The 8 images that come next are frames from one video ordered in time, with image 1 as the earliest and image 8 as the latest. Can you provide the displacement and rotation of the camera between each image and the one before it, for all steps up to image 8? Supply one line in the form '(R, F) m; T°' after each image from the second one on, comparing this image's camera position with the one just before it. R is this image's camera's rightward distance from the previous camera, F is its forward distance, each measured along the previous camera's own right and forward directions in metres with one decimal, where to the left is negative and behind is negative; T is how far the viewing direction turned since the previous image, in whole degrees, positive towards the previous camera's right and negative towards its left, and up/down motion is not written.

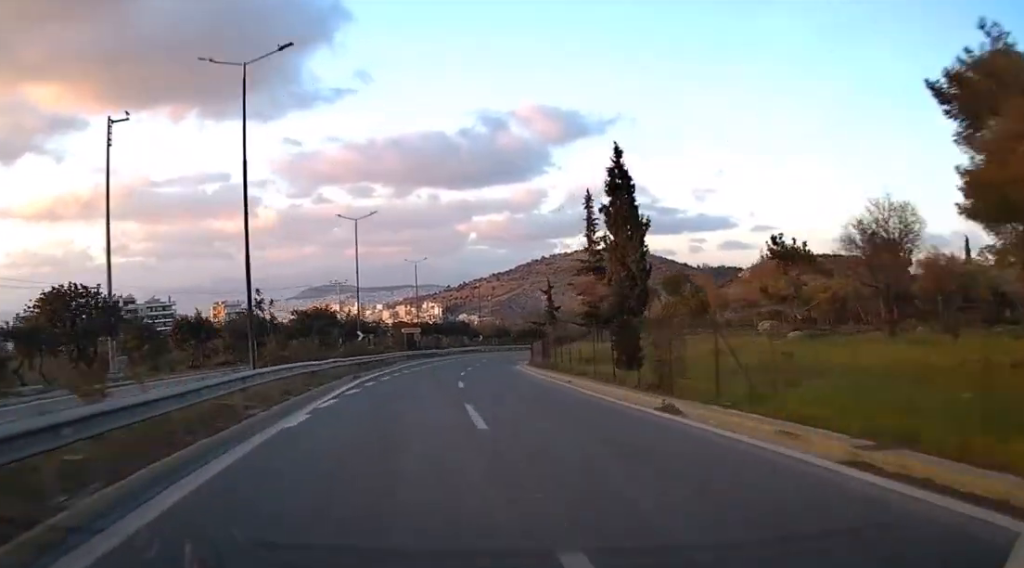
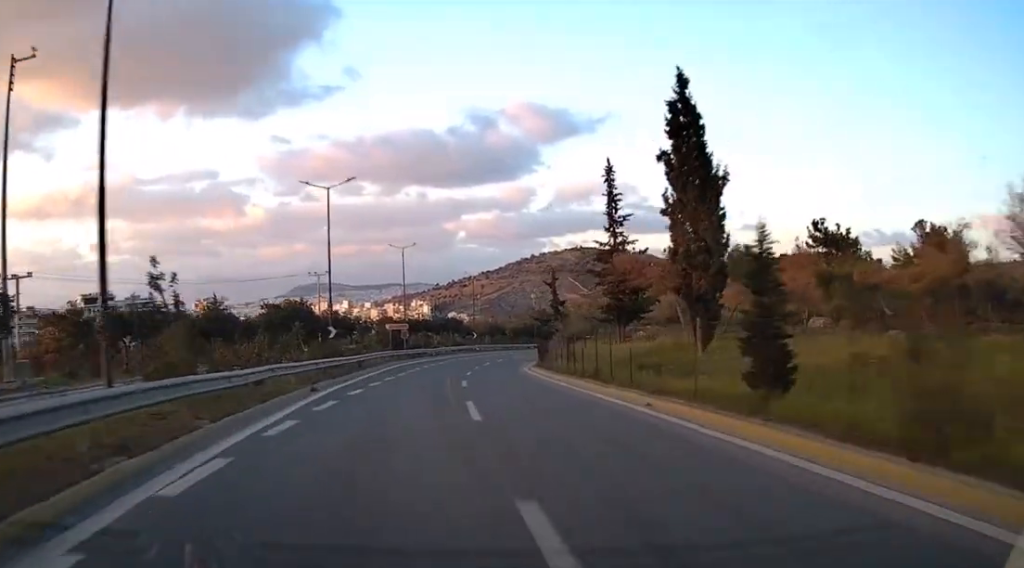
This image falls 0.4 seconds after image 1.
(0.0, +10.5) m; 0°
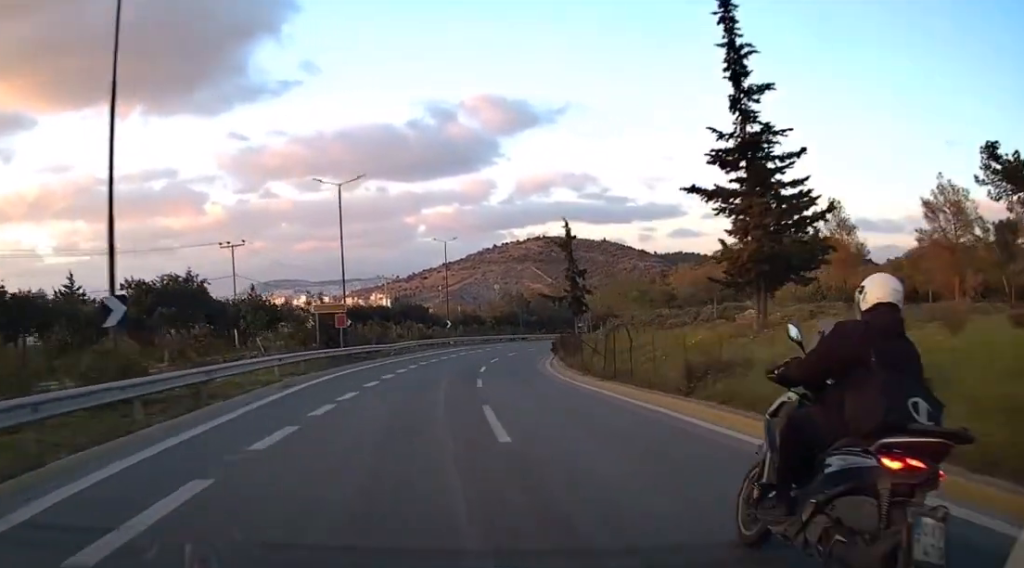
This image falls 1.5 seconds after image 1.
(0.0, +28.2) m; +1°
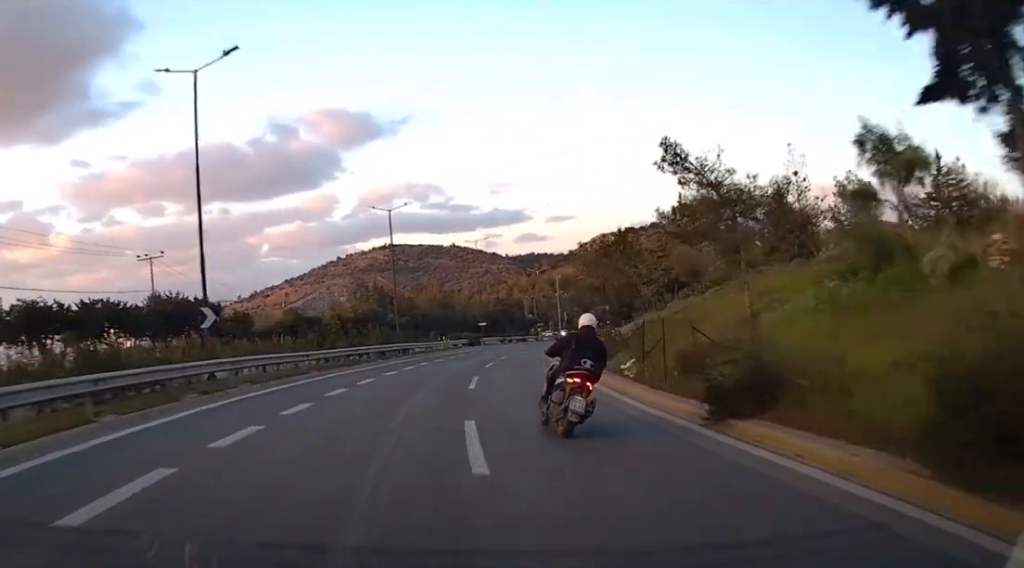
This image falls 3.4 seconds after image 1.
(+2.5, +51.5) m; +8°
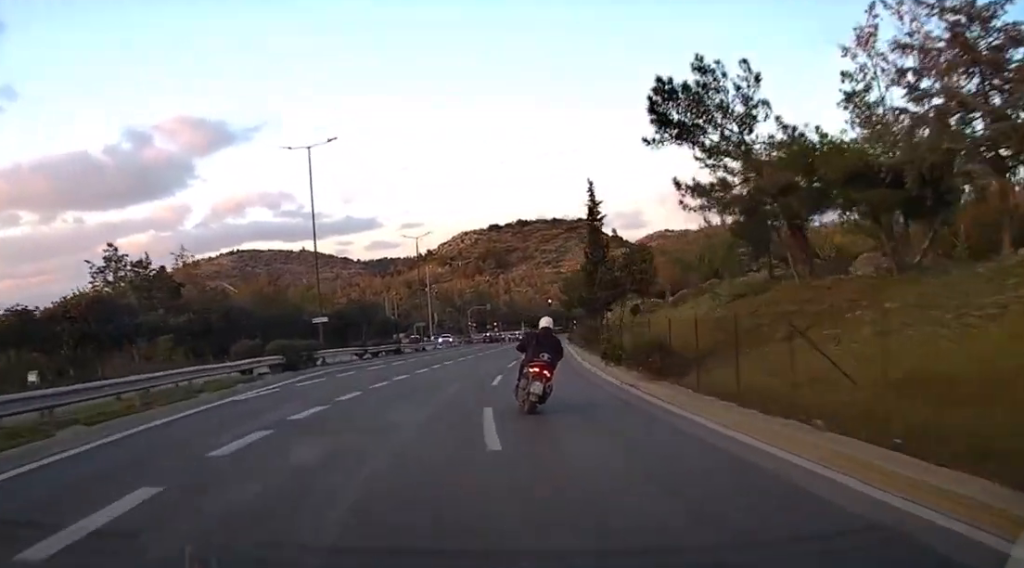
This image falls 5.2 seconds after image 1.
(+3.9, +45.4) m; +11°
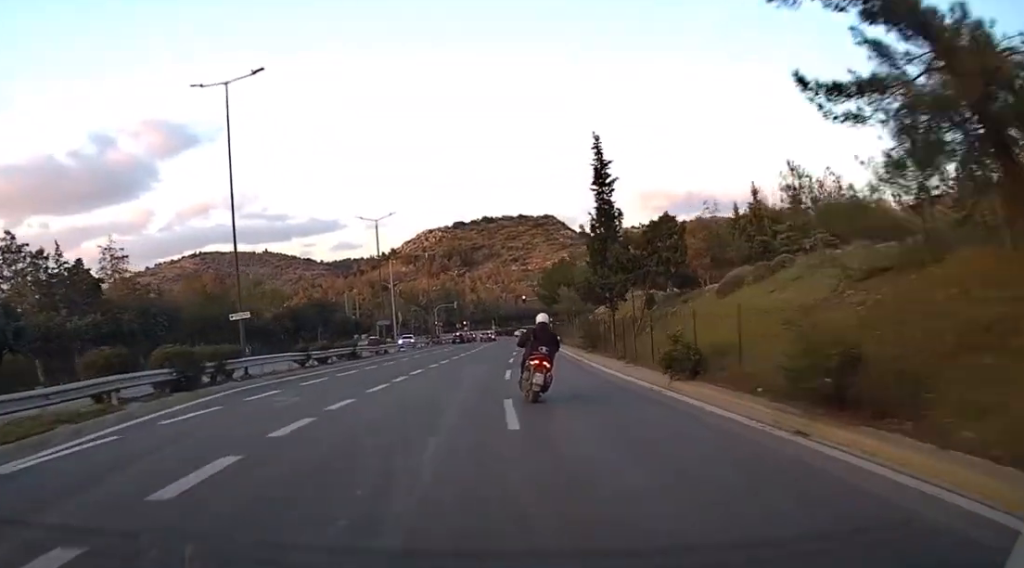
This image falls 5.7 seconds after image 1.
(+0.4, +11.5) m; +3°
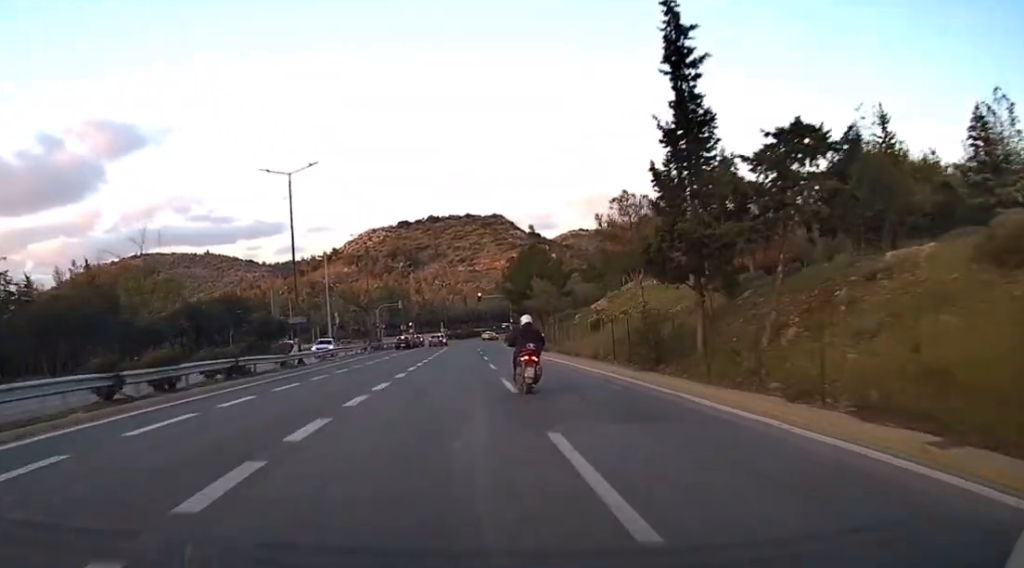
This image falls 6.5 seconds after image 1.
(+1.1, +20.1) m; +5°
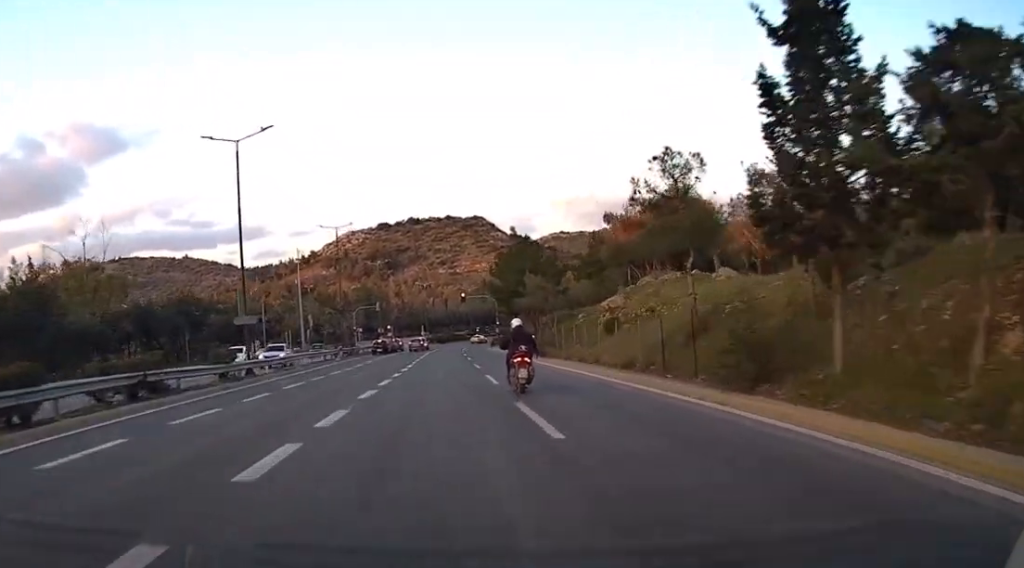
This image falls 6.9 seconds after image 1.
(0.0, +9.0) m; +2°
